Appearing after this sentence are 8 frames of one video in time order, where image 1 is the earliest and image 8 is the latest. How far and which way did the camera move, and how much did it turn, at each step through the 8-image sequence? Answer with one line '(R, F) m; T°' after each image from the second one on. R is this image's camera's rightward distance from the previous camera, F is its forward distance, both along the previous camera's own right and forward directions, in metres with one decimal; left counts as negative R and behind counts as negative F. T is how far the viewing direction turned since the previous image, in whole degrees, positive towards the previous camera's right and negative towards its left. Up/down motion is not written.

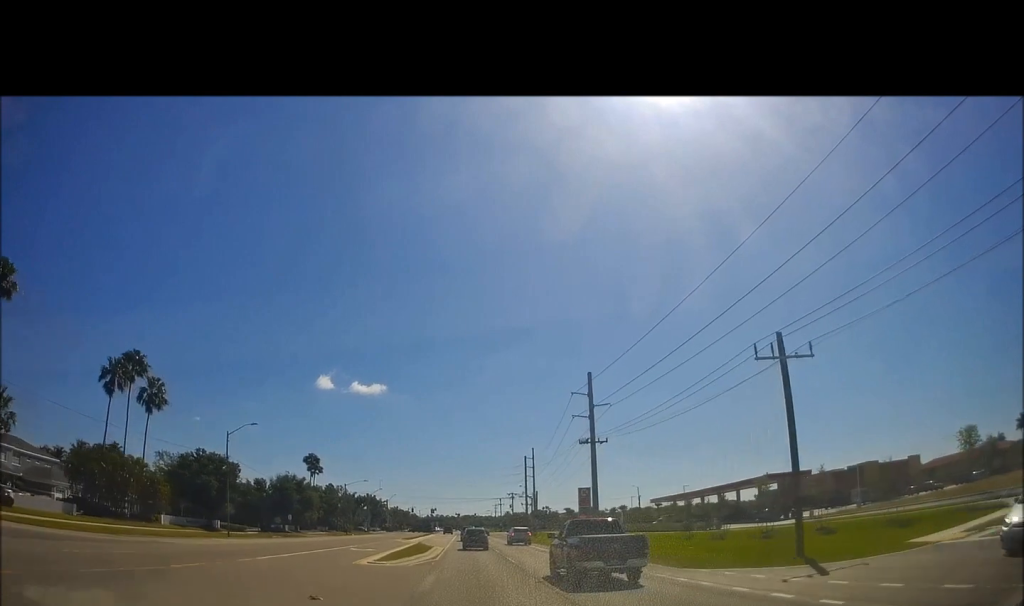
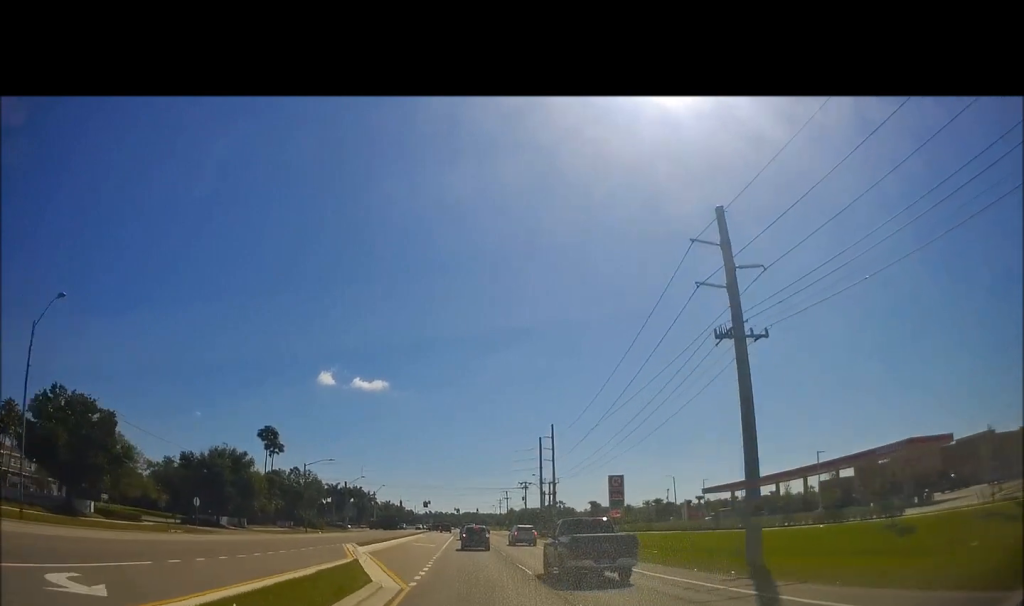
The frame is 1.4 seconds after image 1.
(-0.1, +25.2) m; -1°
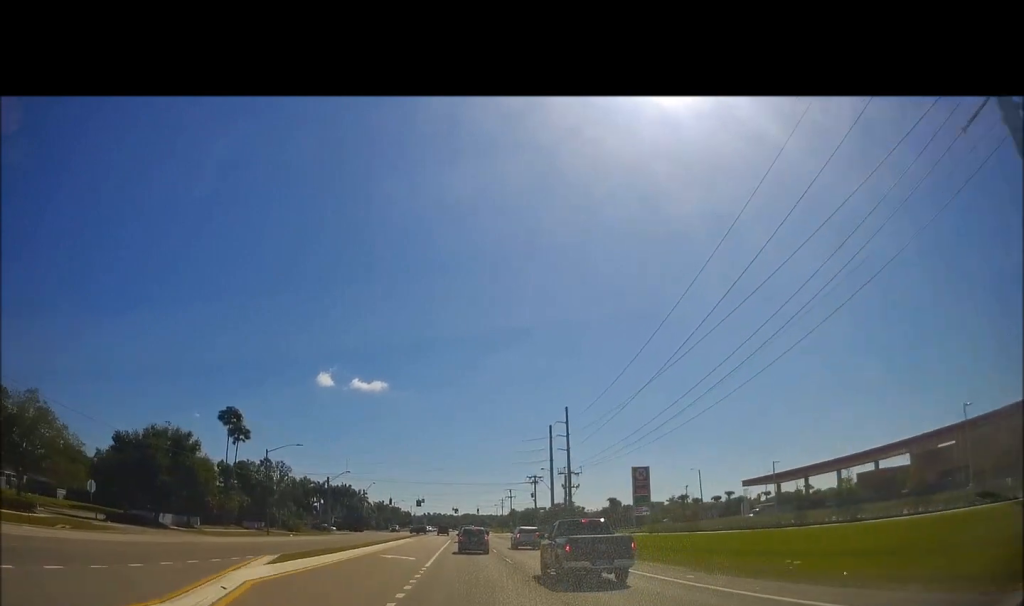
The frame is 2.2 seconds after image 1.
(0.0, +15.1) m; -1°
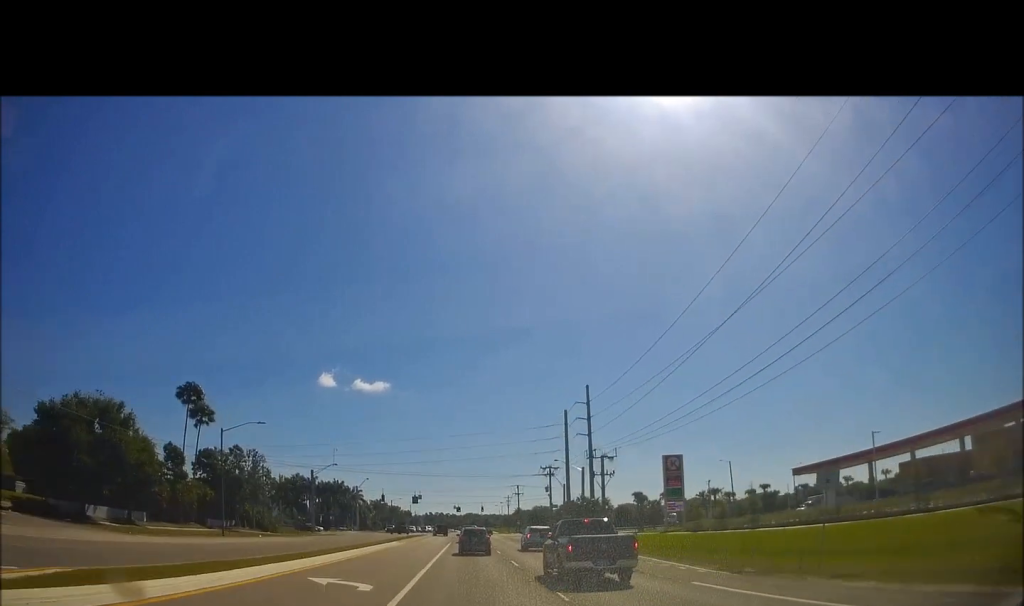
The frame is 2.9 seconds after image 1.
(-0.3, +13.7) m; -1°
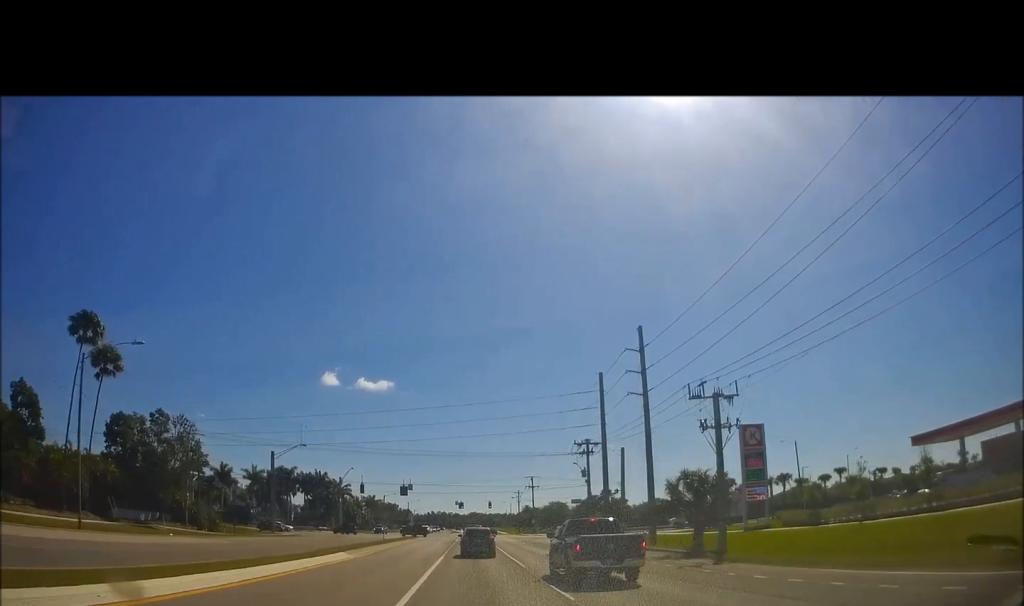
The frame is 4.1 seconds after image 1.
(-0.1, +24.3) m; 0°
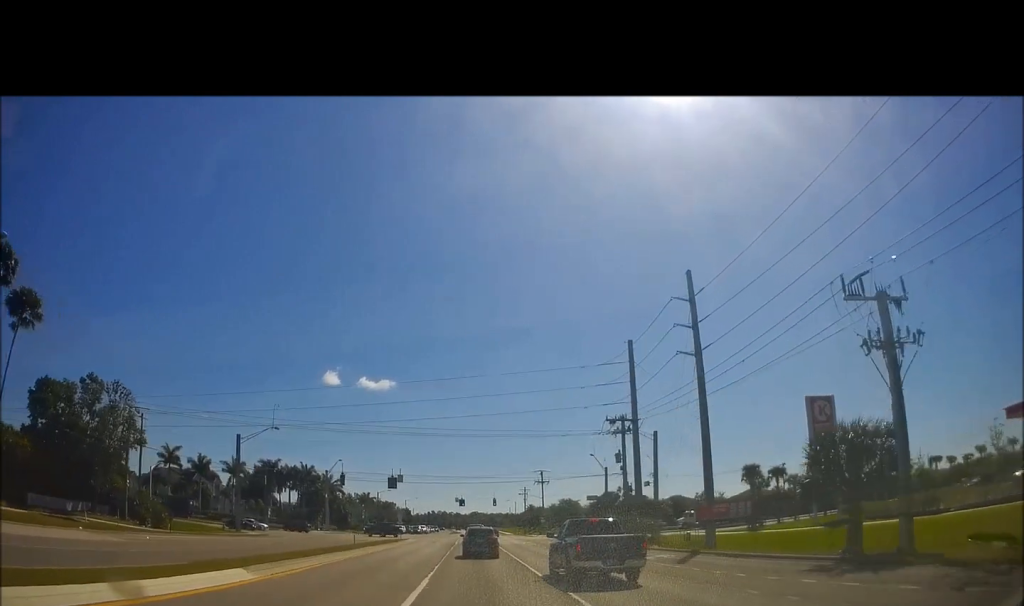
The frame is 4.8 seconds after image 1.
(0.0, +14.7) m; 0°
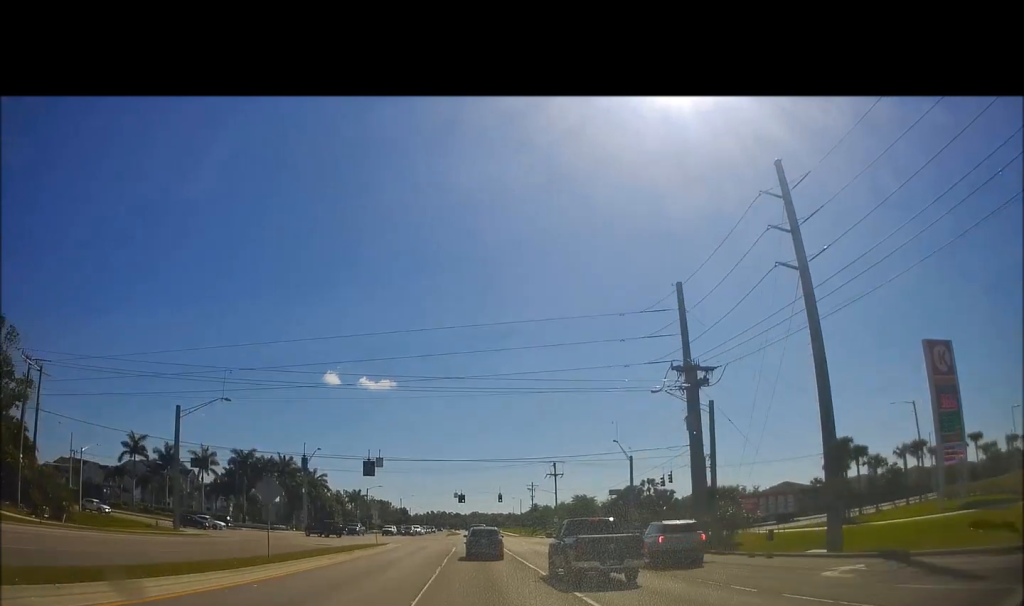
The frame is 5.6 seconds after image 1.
(0.0, +17.4) m; 0°
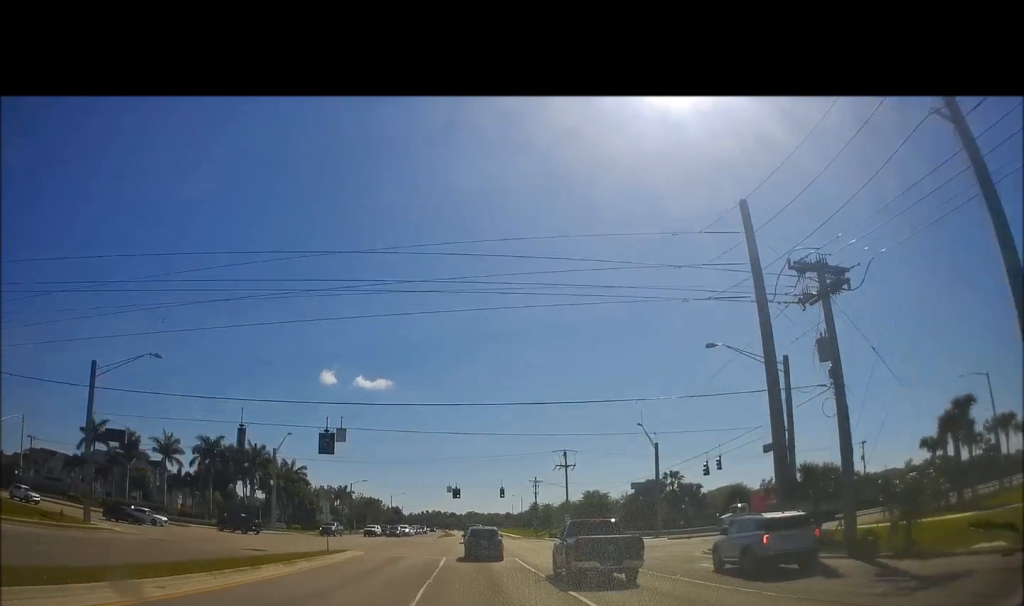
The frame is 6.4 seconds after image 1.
(0.0, +15.2) m; 0°
